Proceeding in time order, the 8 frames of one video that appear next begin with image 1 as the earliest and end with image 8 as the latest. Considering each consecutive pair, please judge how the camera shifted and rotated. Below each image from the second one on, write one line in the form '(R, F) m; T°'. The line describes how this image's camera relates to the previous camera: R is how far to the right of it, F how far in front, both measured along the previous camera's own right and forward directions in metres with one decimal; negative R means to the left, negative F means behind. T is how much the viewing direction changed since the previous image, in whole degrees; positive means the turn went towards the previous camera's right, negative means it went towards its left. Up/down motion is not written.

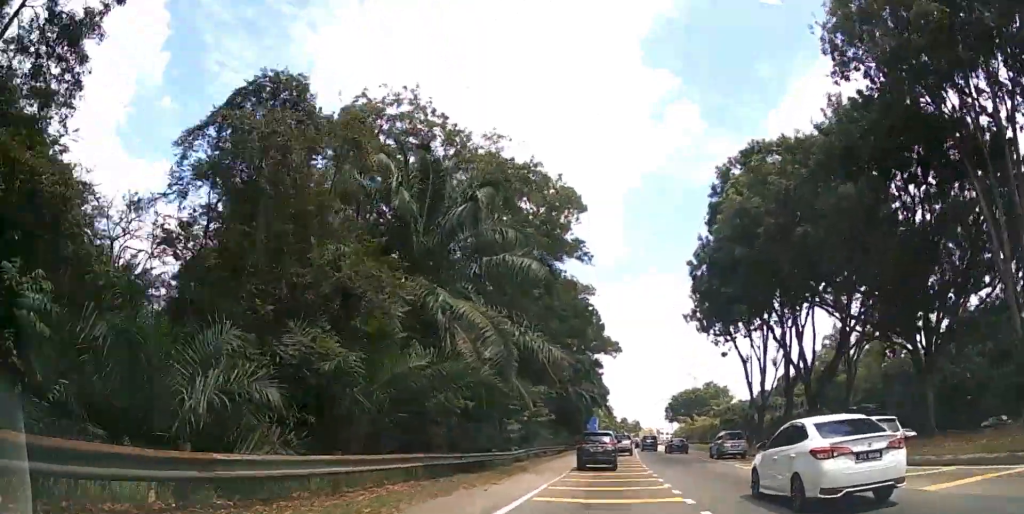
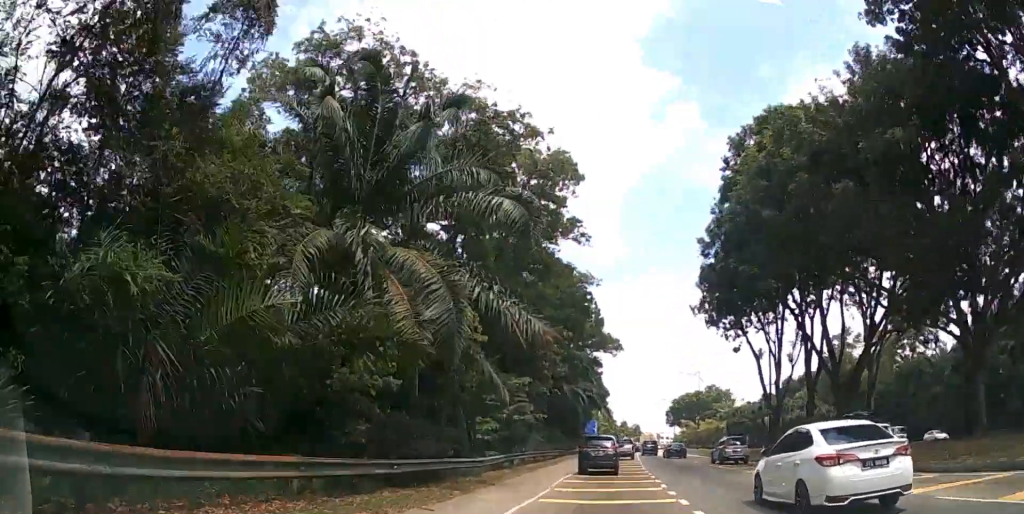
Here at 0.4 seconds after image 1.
(0.0, +5.5) m; 0°
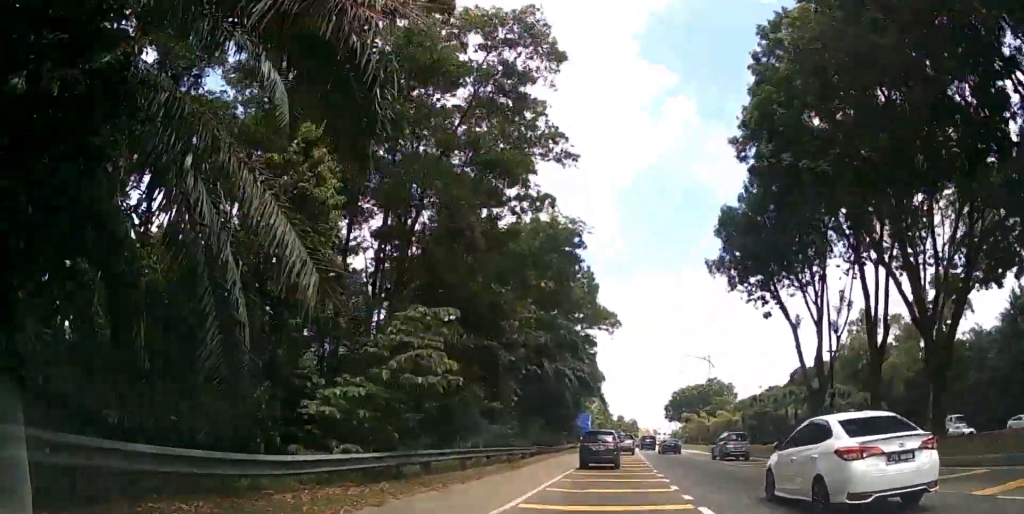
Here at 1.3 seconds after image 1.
(0.0, +12.1) m; +1°
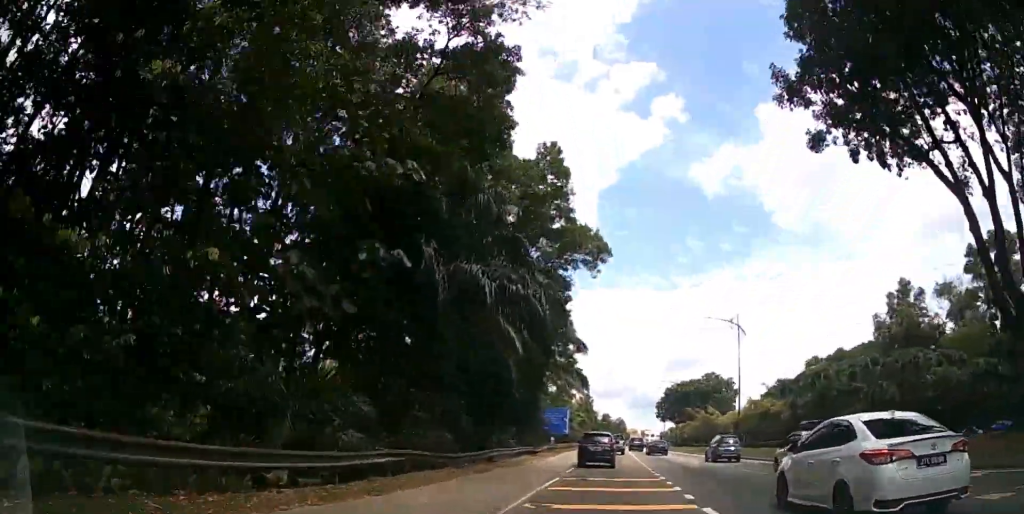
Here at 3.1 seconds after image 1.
(+0.5, +24.8) m; +1°
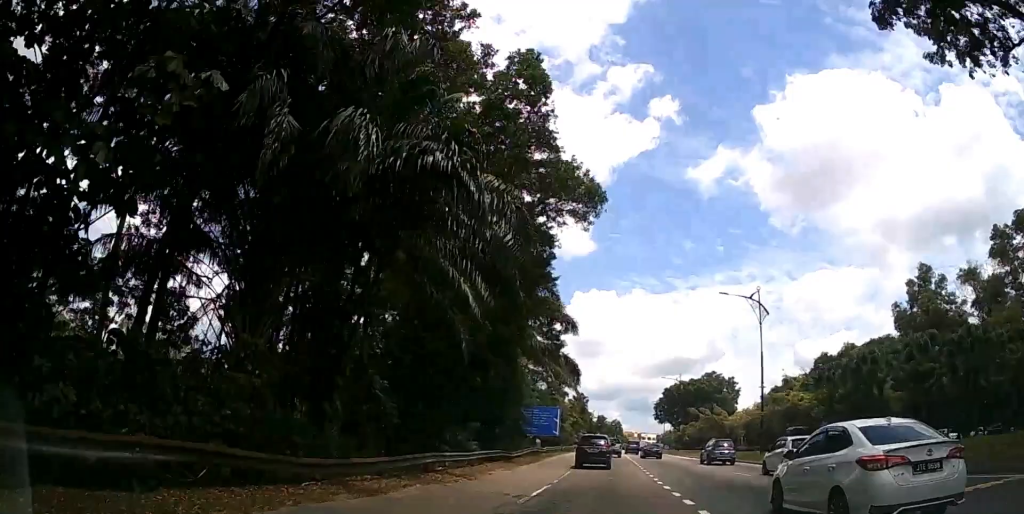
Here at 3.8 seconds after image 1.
(0.0, +9.2) m; 0°
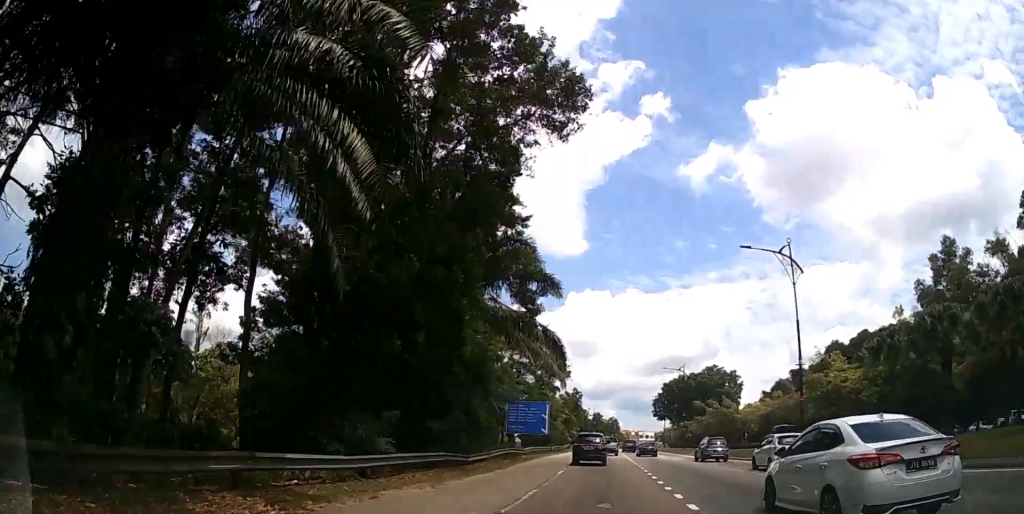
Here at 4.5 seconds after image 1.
(-0.1, +9.7) m; -1°
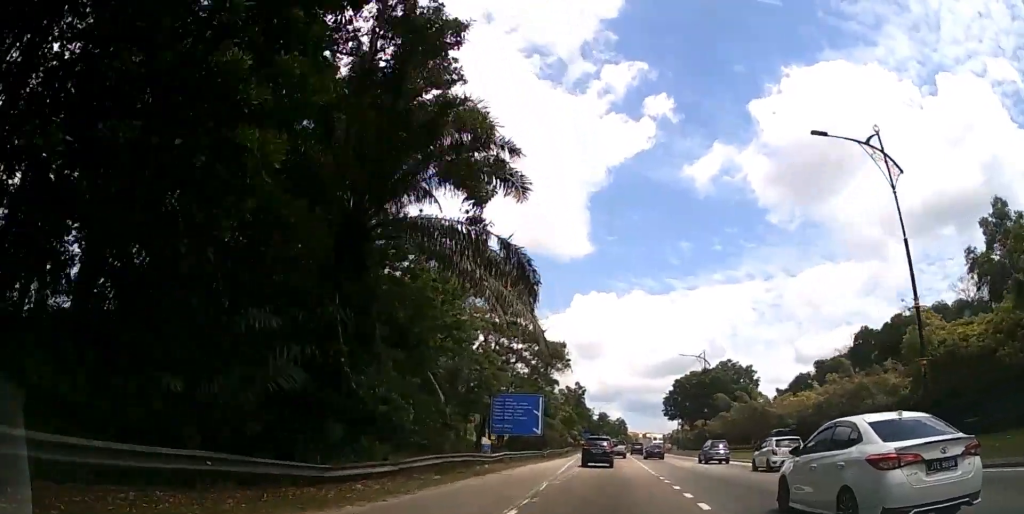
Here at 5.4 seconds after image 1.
(0.0, +13.5) m; 0°
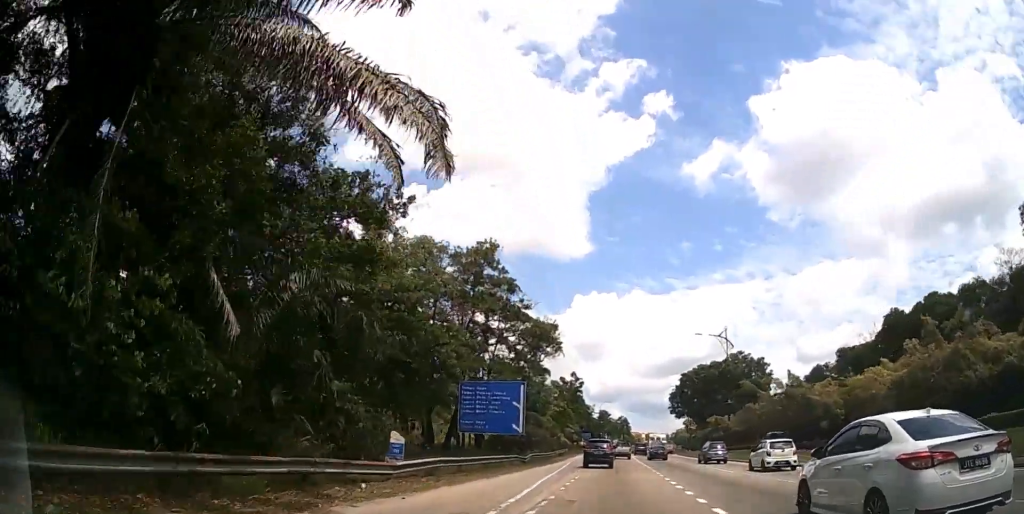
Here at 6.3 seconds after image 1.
(+0.1, +12.7) m; +1°
